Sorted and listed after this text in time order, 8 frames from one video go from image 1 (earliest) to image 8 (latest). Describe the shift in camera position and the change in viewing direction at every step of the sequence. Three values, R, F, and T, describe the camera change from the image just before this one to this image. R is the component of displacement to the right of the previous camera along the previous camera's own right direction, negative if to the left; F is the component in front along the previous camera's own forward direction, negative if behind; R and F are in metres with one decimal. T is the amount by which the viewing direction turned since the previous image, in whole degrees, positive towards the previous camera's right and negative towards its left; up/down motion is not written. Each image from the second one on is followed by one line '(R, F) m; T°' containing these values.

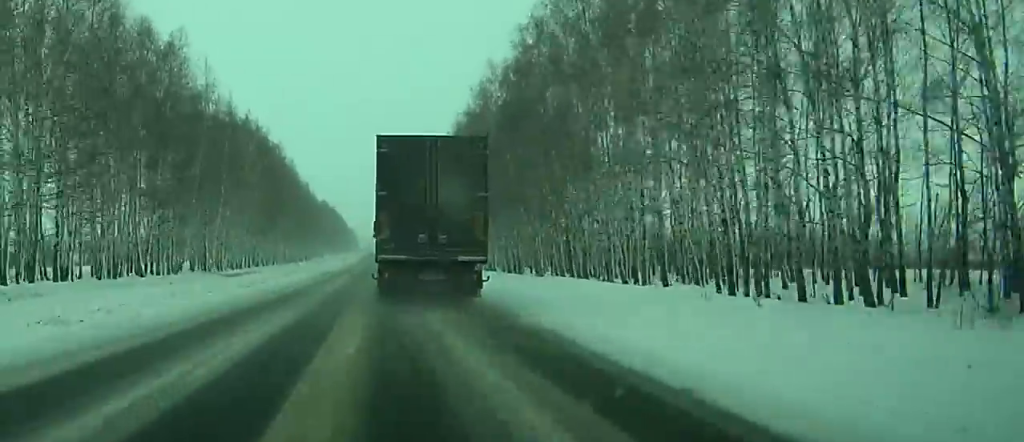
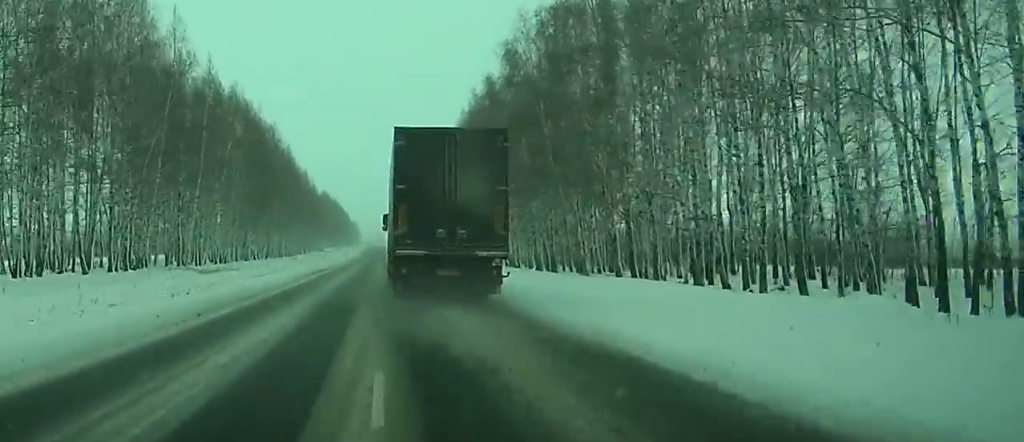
(0.0, +16.7) m; 0°
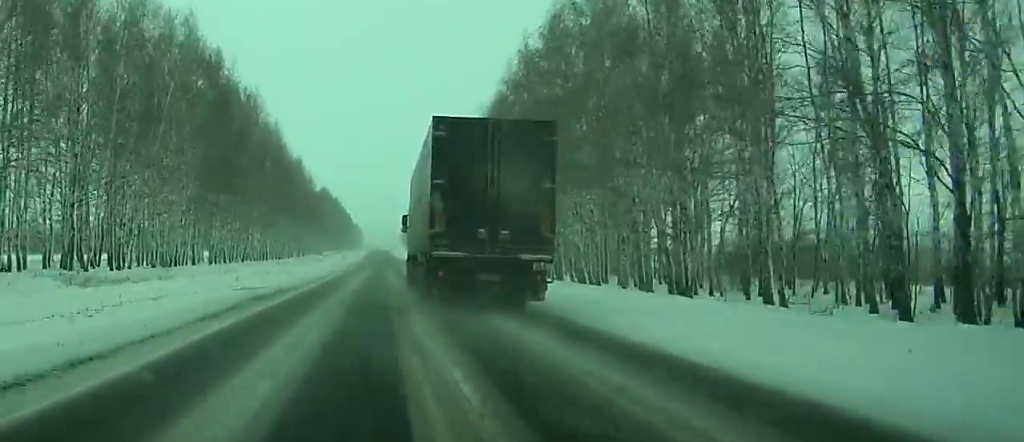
(-0.3, +34.1) m; -1°
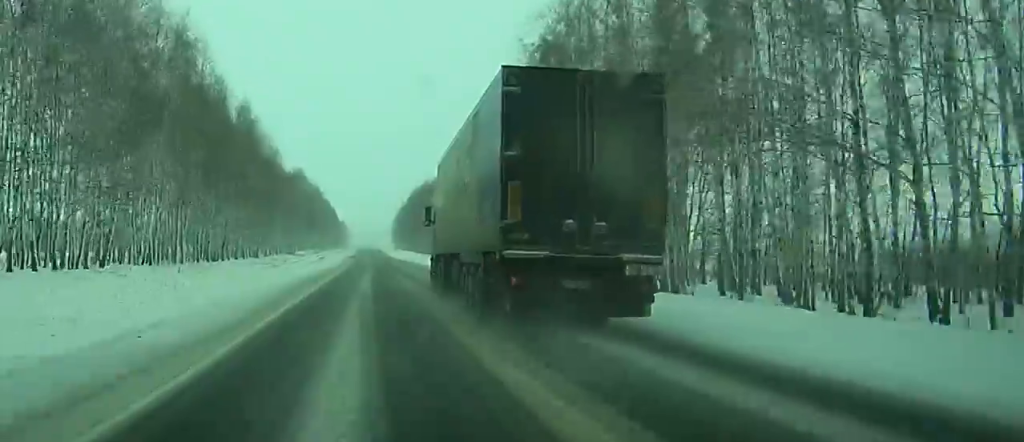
(0.0, +63.7) m; 0°
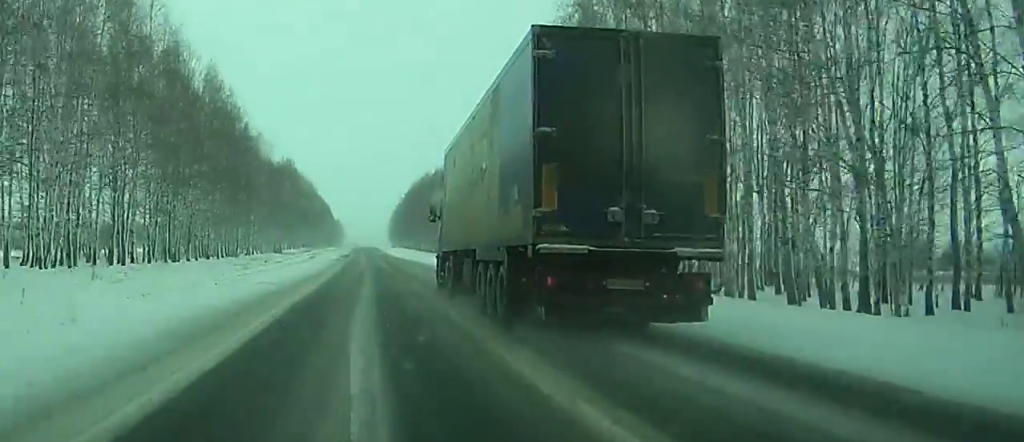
(+0.1, +20.8) m; 0°
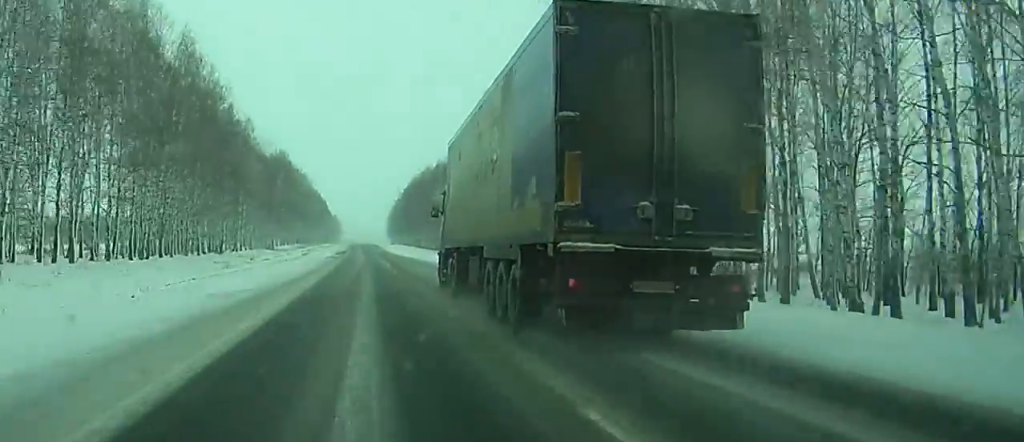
(0.0, +12.1) m; 0°
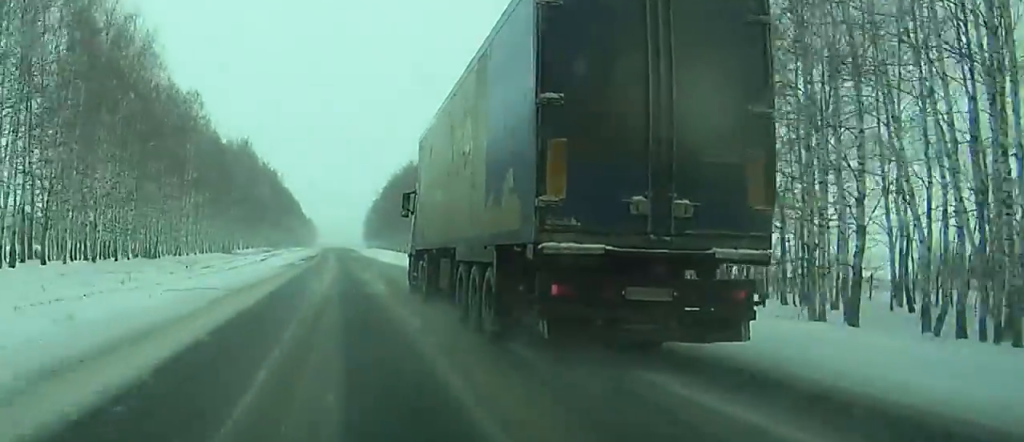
(+0.1, +27.6) m; 0°
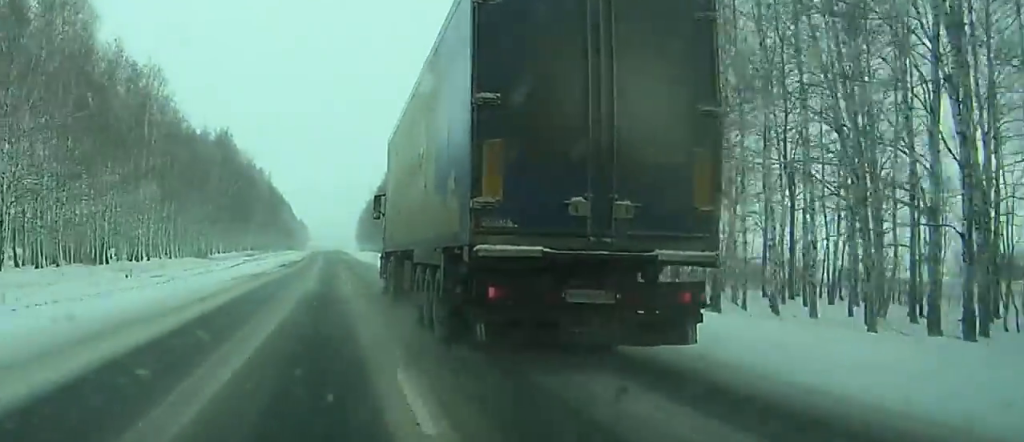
(+0.1, +19.5) m; 0°
